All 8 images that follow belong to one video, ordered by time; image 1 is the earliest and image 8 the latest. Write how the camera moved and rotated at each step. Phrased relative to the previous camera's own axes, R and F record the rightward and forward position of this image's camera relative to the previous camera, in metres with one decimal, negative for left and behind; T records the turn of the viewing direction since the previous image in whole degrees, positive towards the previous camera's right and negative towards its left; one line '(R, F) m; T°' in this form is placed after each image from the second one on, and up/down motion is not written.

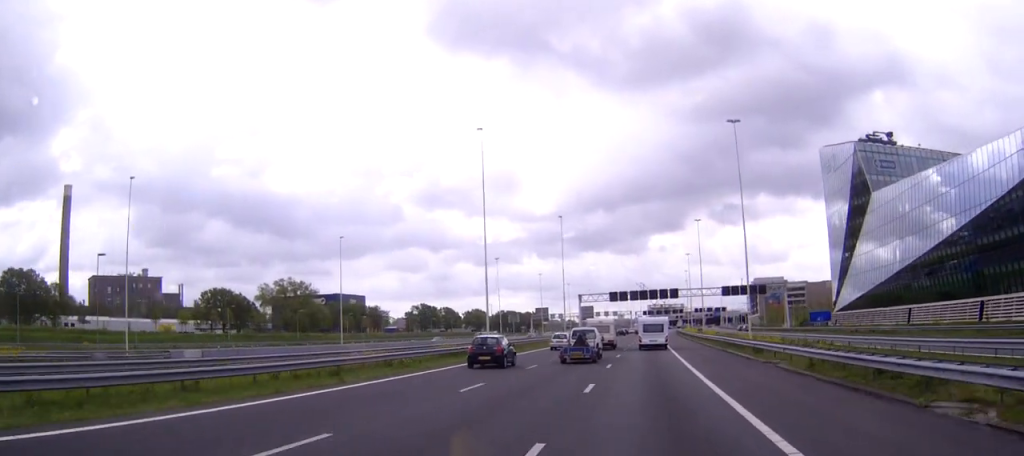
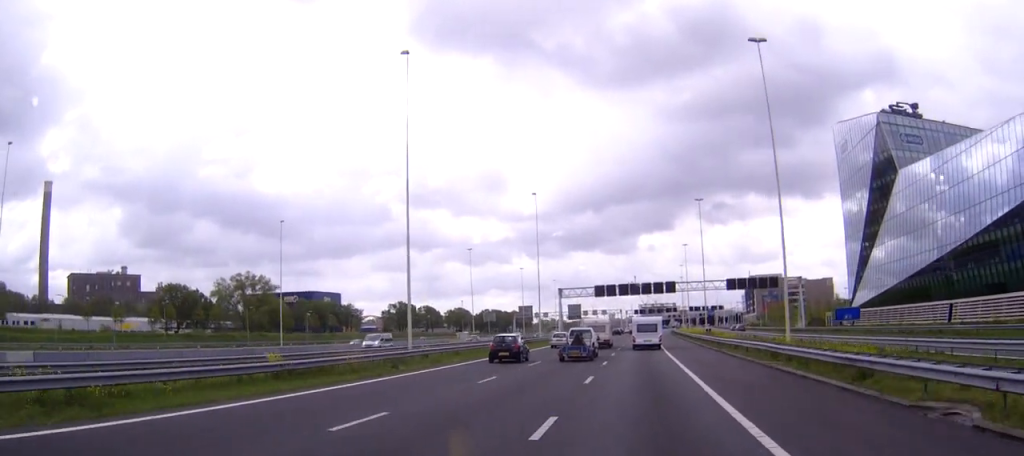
(+0.2, +20.5) m; +1°
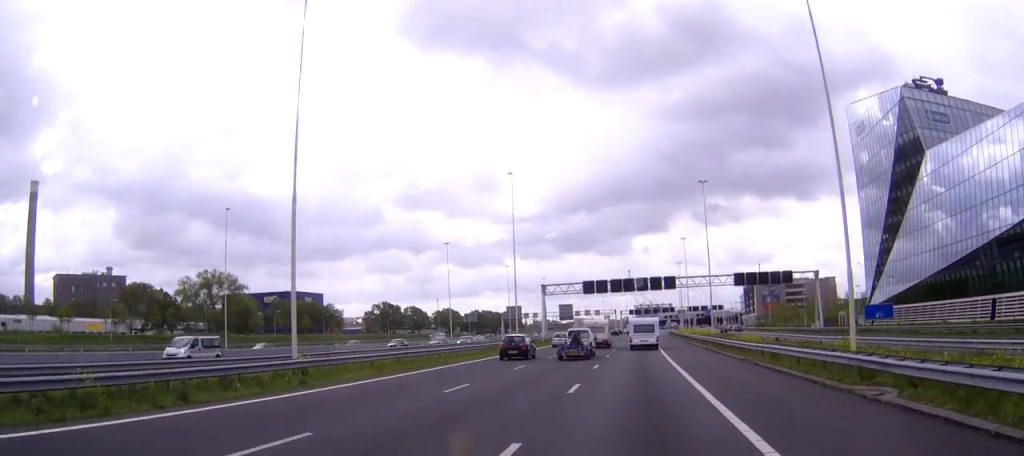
(0.0, +15.3) m; 0°
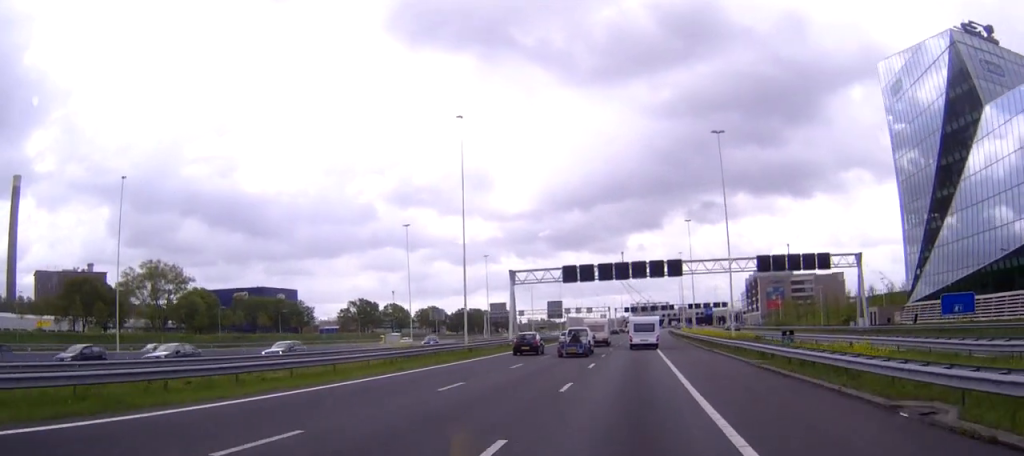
(0.0, +23.4) m; 0°
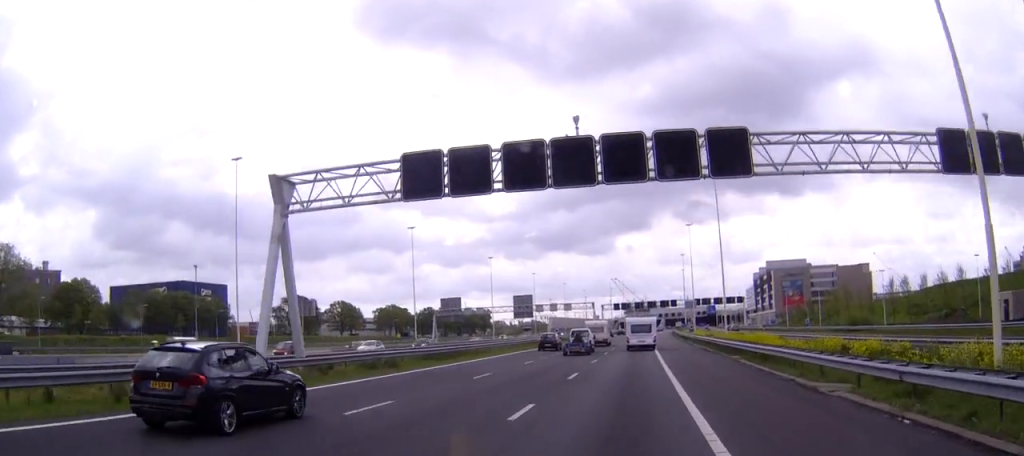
(+0.3, +54.1) m; +1°
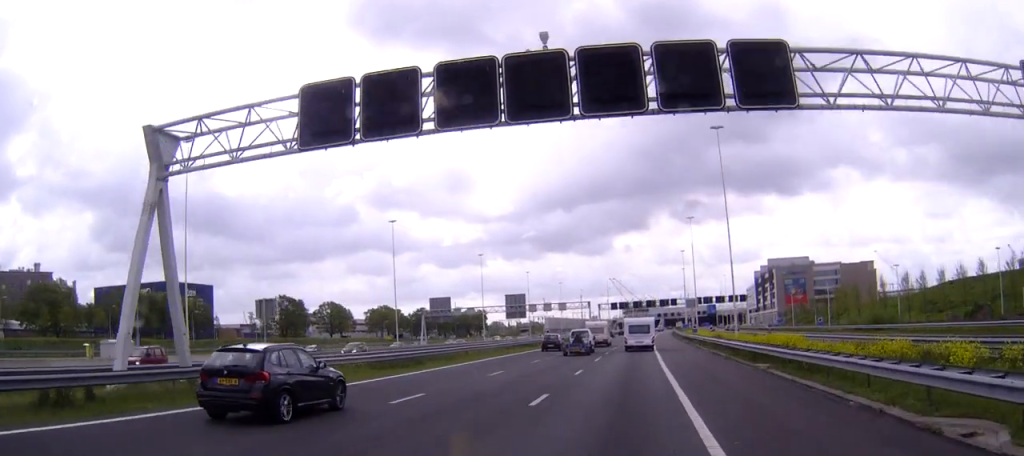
(+0.1, +8.9) m; 0°
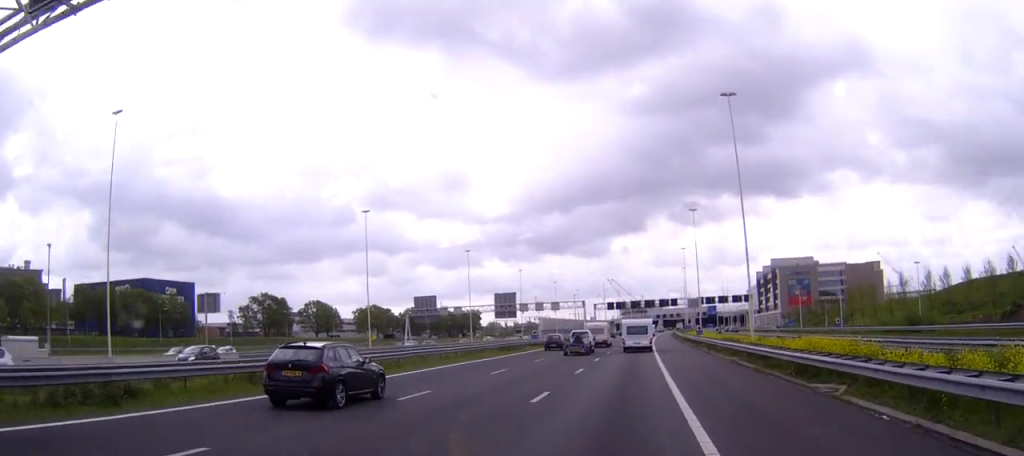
(+0.1, +11.1) m; 0°
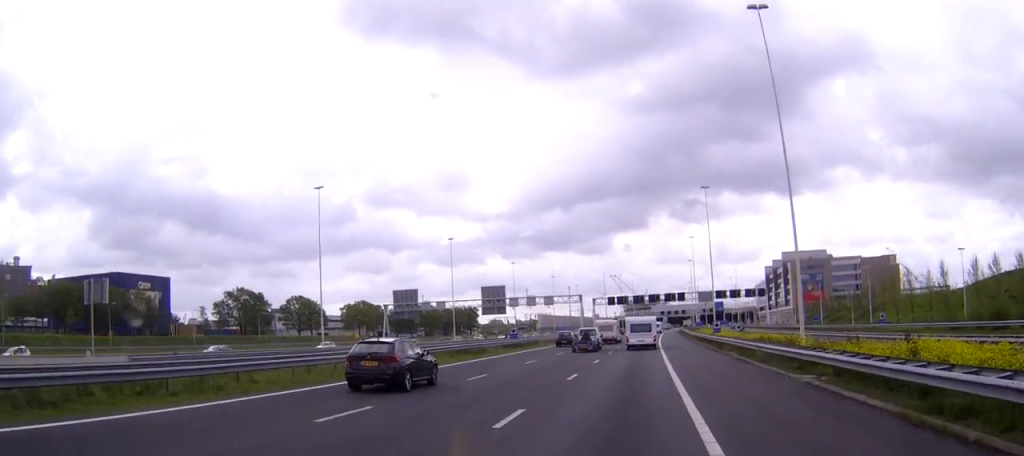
(-0.1, +17.1) m; 0°
